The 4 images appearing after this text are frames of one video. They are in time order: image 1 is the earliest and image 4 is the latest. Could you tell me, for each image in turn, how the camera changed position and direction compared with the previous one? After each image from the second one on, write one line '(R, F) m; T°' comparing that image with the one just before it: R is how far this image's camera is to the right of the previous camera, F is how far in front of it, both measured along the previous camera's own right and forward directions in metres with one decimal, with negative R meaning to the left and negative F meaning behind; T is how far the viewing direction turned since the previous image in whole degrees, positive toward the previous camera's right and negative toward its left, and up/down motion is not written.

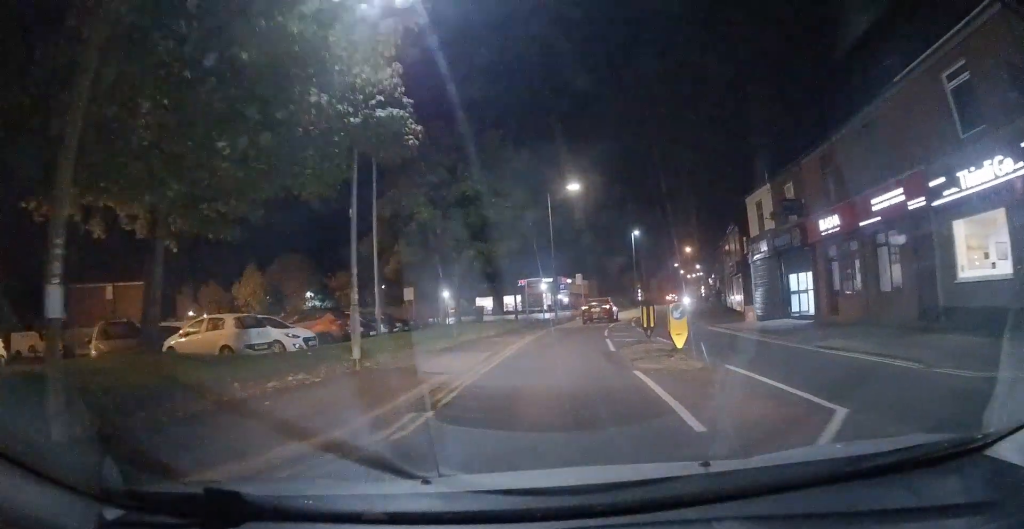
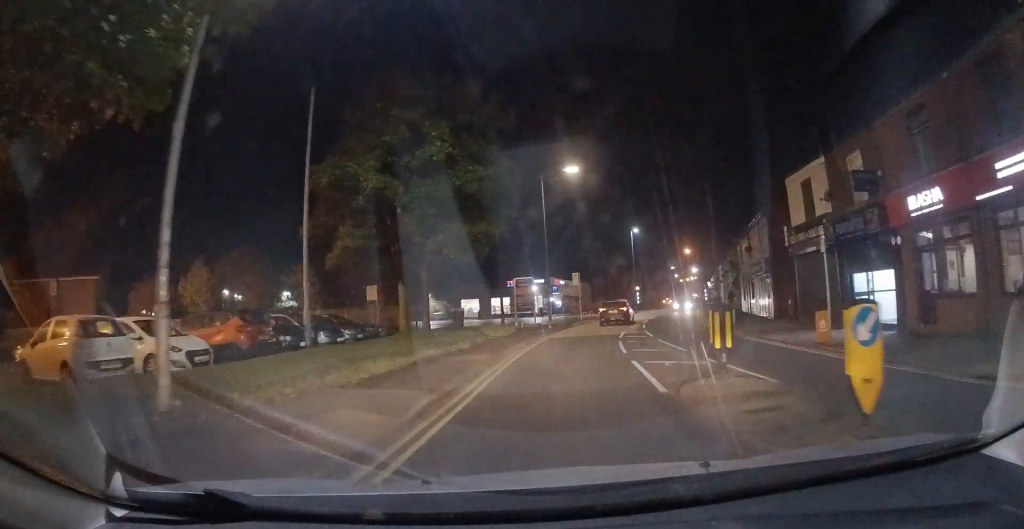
(-0.2, +5.9) m; +2°
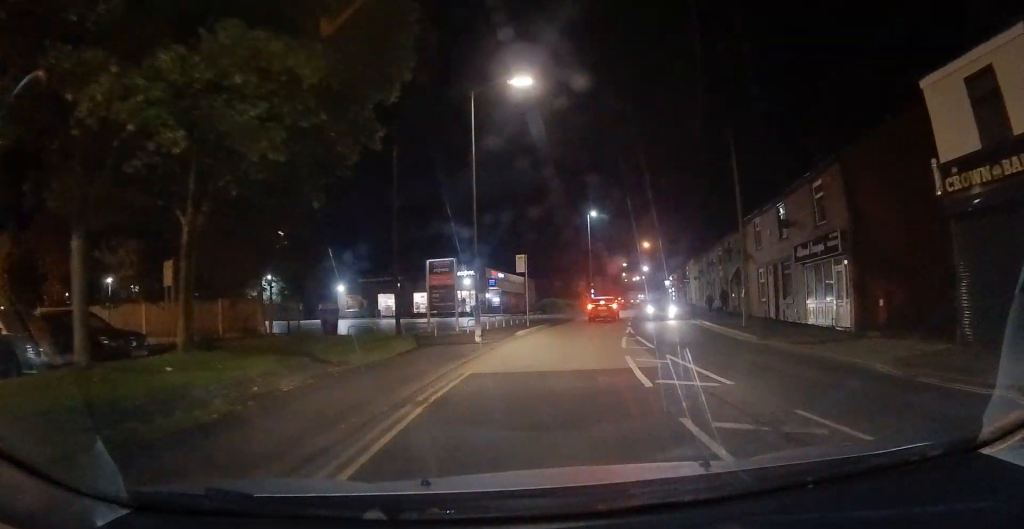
(+0.8, +12.5) m; +10°
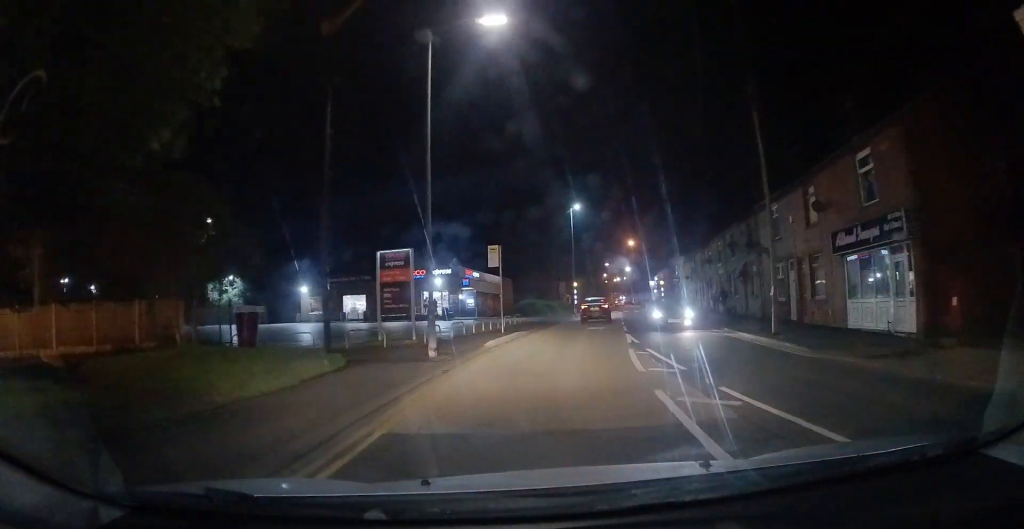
(+0.2, +4.5) m; +4°
